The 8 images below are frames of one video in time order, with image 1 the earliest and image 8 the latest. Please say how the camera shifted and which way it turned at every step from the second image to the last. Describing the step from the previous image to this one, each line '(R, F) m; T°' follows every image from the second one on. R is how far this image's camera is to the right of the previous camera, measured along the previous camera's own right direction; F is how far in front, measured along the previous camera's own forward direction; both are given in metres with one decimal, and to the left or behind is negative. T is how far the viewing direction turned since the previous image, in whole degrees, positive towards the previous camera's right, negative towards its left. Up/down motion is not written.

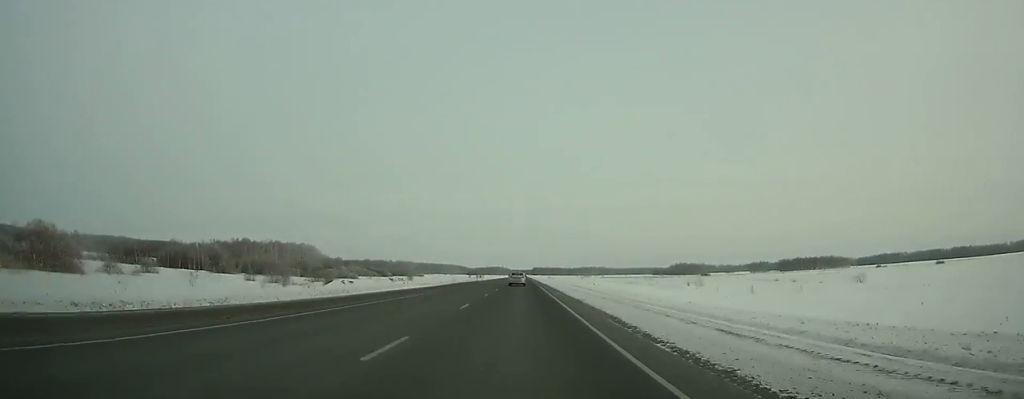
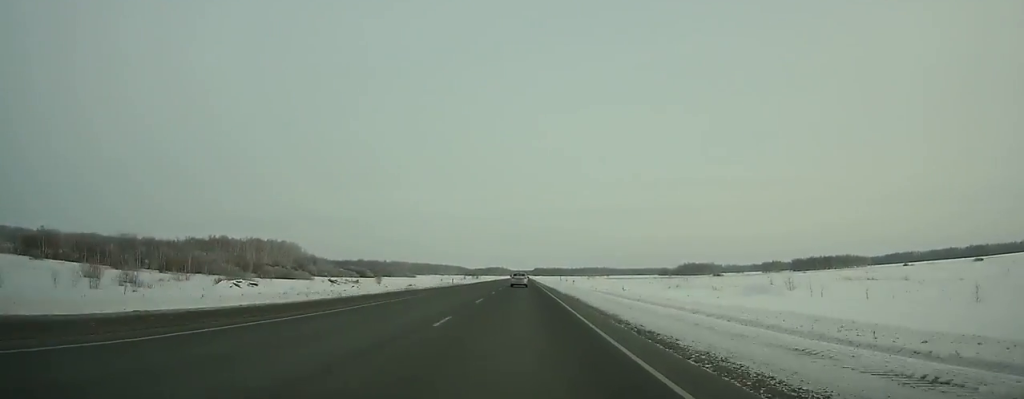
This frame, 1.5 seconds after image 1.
(0.0, +42.2) m; 0°
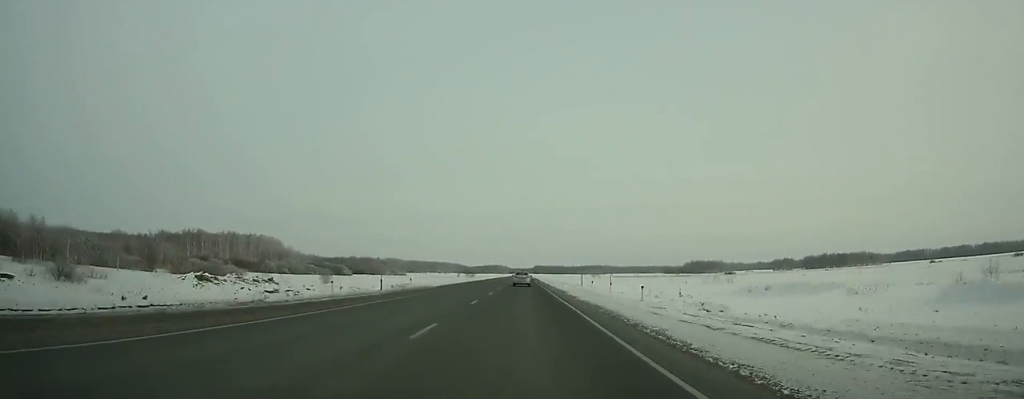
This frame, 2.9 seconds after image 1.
(0.0, +39.1) m; 0°
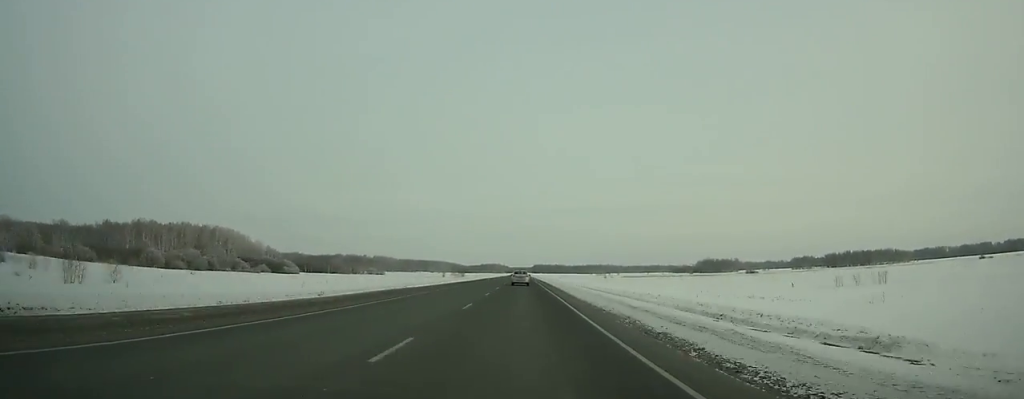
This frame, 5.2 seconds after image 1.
(0.0, +64.2) m; 0°
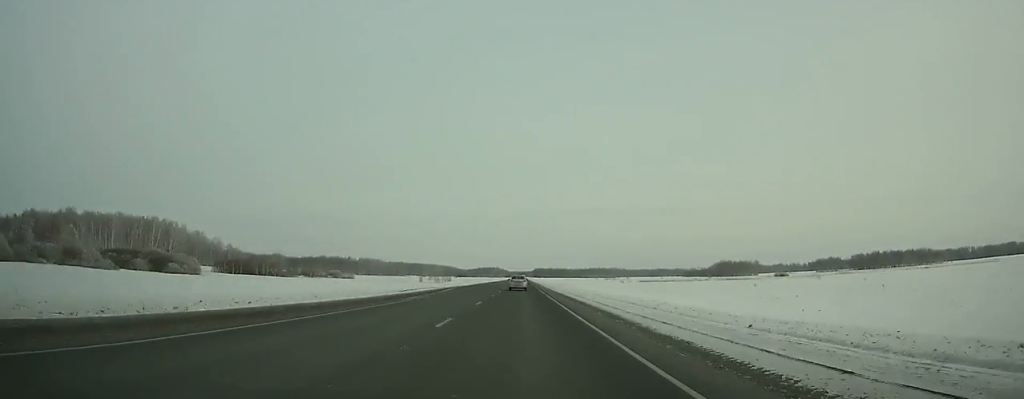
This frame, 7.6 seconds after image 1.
(0.0, +67.0) m; 0°
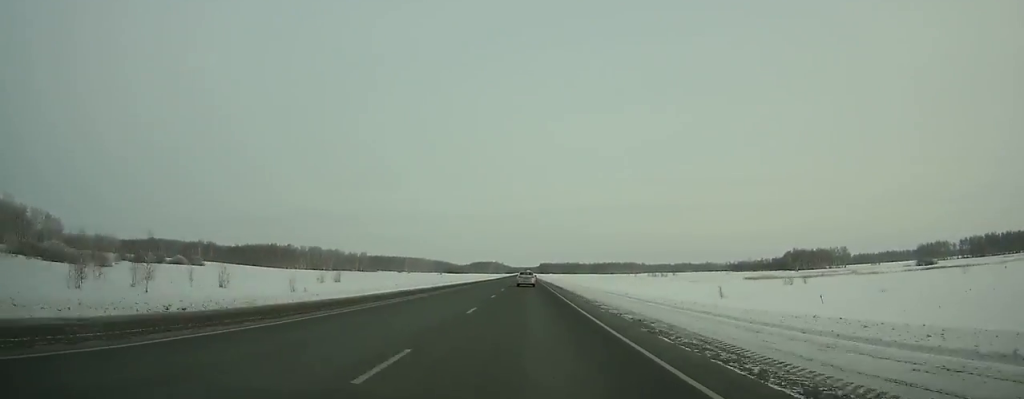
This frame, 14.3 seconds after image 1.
(-0.3, +188.3) m; 0°
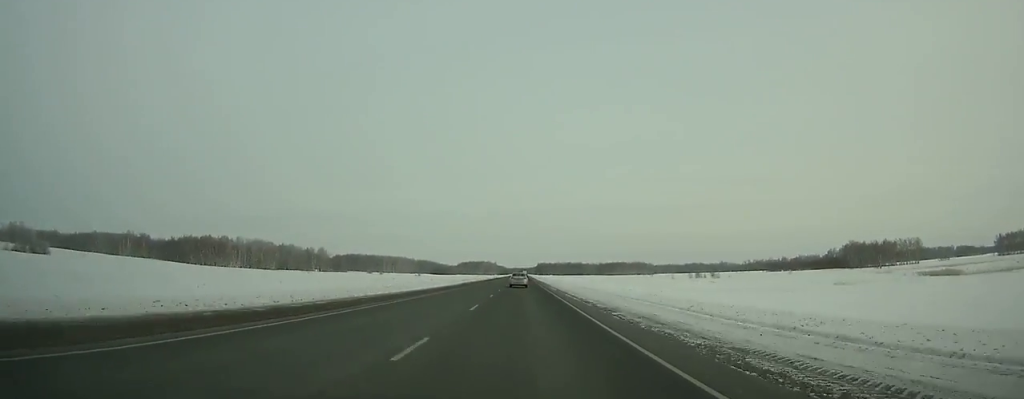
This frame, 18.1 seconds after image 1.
(+0.1, +107.7) m; 0°
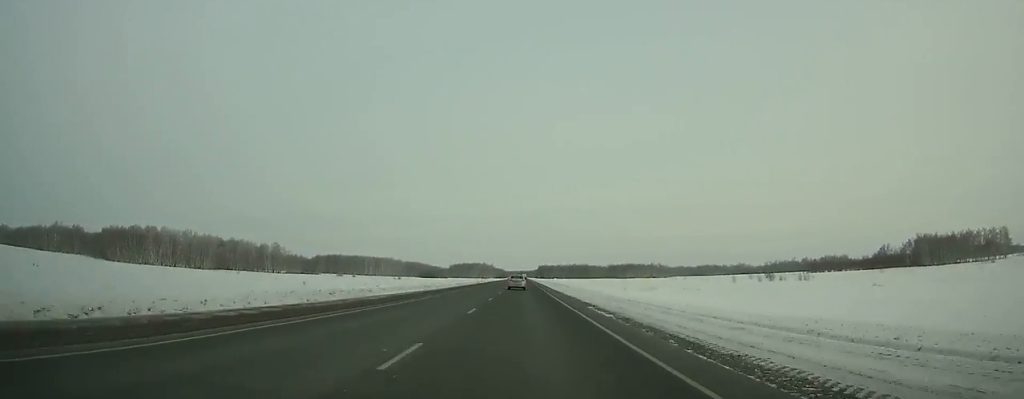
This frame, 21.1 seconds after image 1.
(+0.1, +85.7) m; 0°
